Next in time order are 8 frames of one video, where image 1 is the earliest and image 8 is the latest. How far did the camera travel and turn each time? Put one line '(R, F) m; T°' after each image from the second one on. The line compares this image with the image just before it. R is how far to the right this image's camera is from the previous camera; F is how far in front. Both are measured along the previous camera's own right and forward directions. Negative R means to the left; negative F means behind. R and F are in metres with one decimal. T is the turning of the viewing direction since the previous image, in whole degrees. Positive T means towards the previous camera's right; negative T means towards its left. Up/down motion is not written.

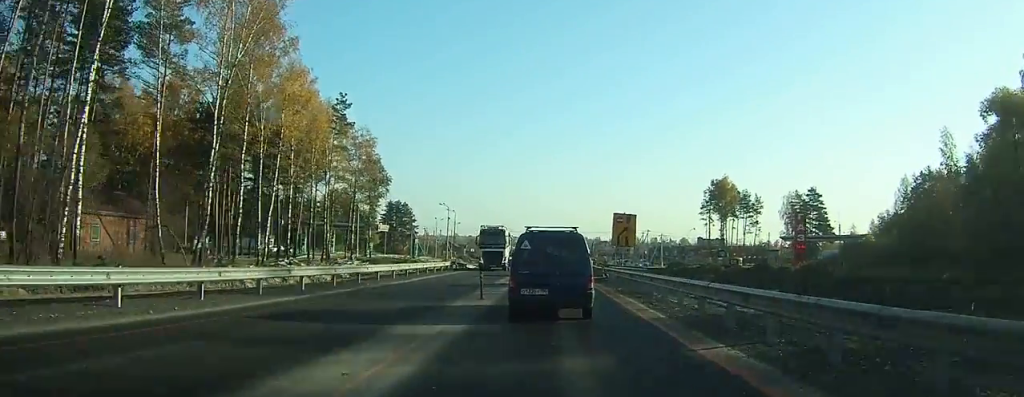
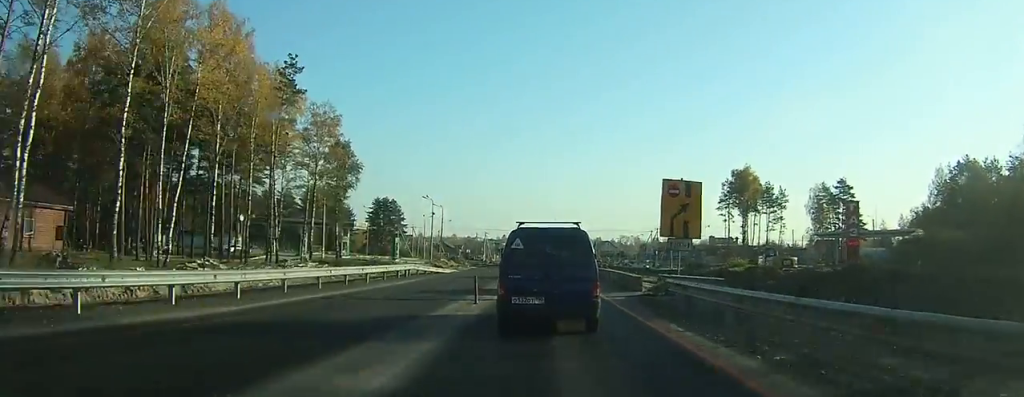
(-0.3, +13.5) m; -3°
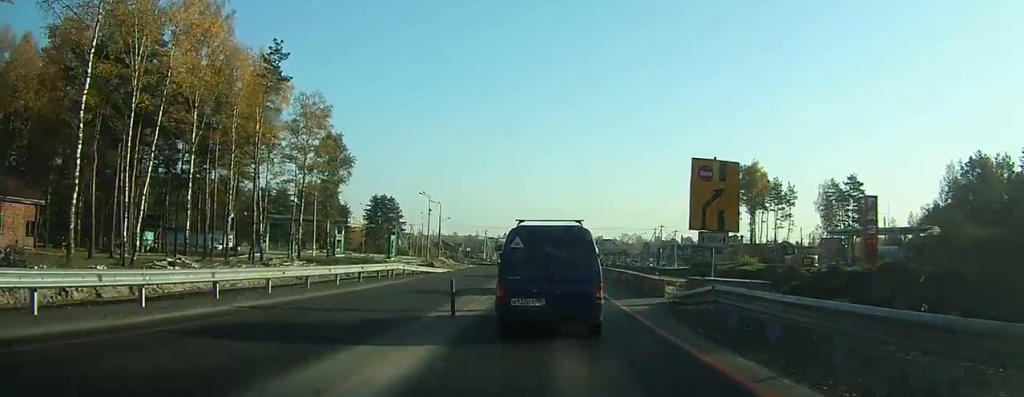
(0.0, +3.6) m; -1°
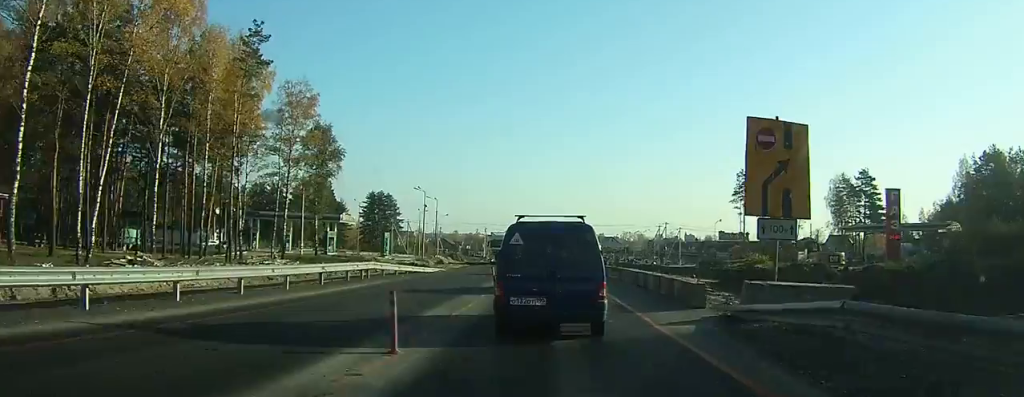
(-0.1, +4.3) m; -1°
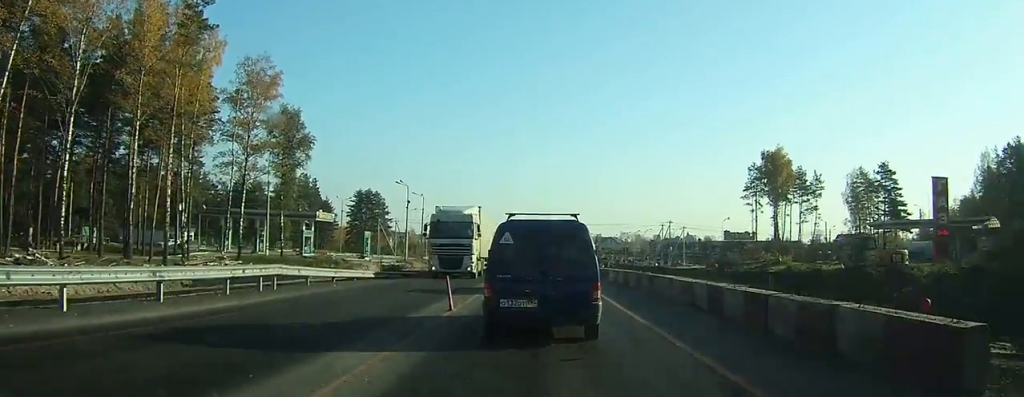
(0.0, +9.5) m; +2°
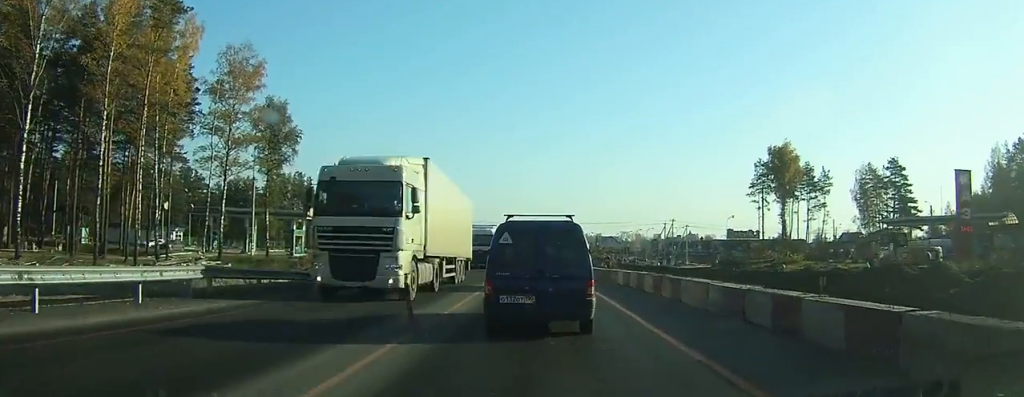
(+0.1, +4.1) m; +1°
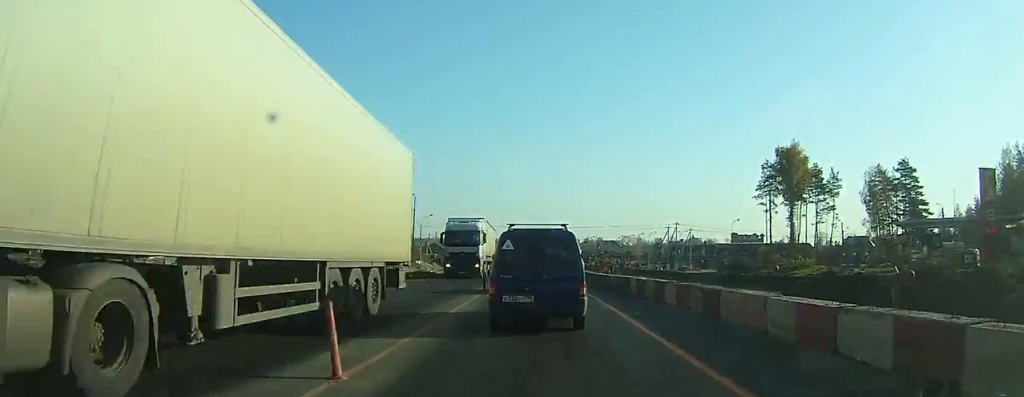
(+0.1, +3.8) m; +1°
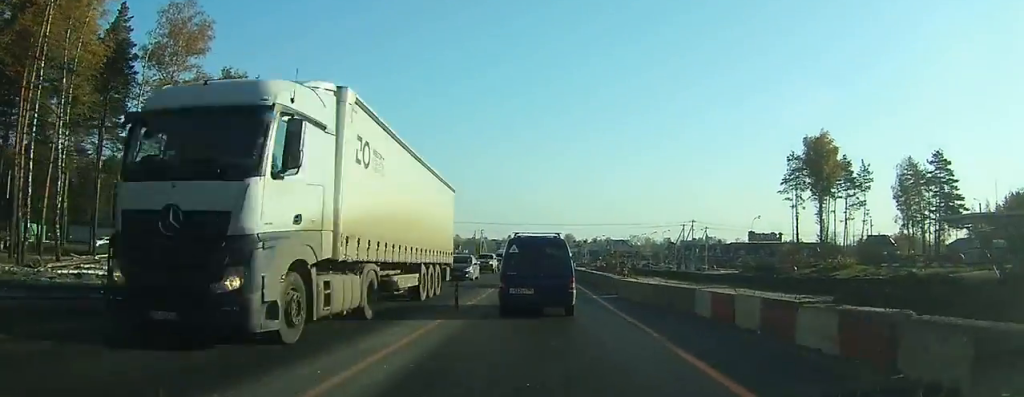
(0.0, +8.9) m; -1°
